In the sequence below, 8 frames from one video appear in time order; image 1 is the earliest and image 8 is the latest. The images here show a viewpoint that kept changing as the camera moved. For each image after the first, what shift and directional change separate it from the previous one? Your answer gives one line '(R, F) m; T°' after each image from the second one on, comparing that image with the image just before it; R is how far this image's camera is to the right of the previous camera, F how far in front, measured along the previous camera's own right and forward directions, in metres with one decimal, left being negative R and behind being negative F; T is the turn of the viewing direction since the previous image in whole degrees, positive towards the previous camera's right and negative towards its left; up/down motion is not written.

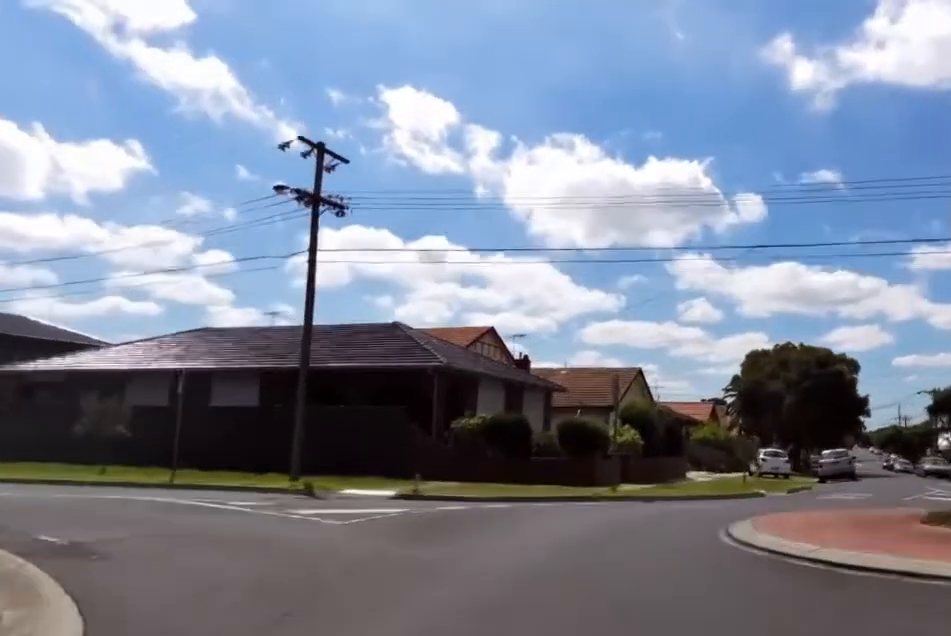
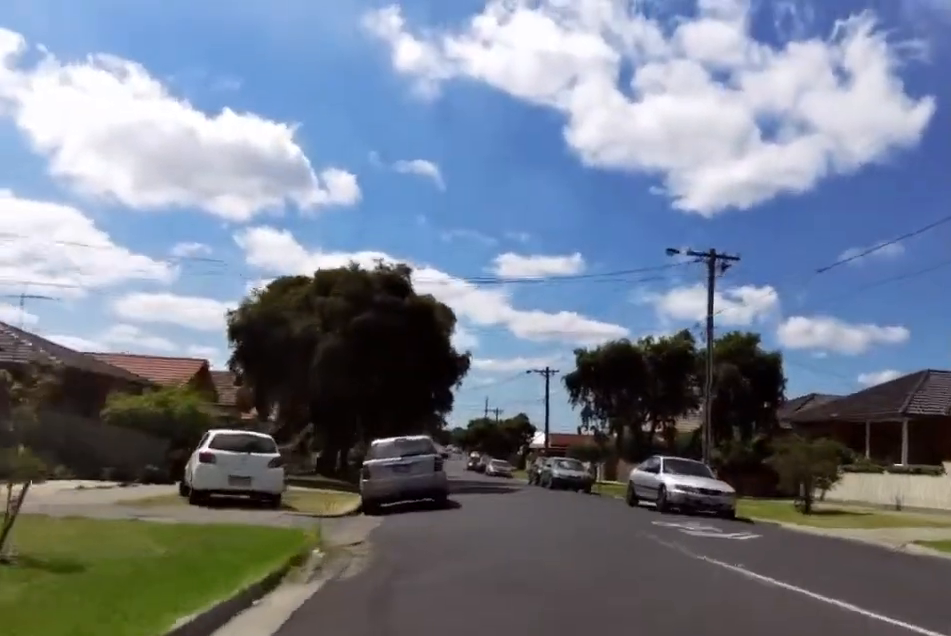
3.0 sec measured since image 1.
(+3.1, +23.1) m; +17°
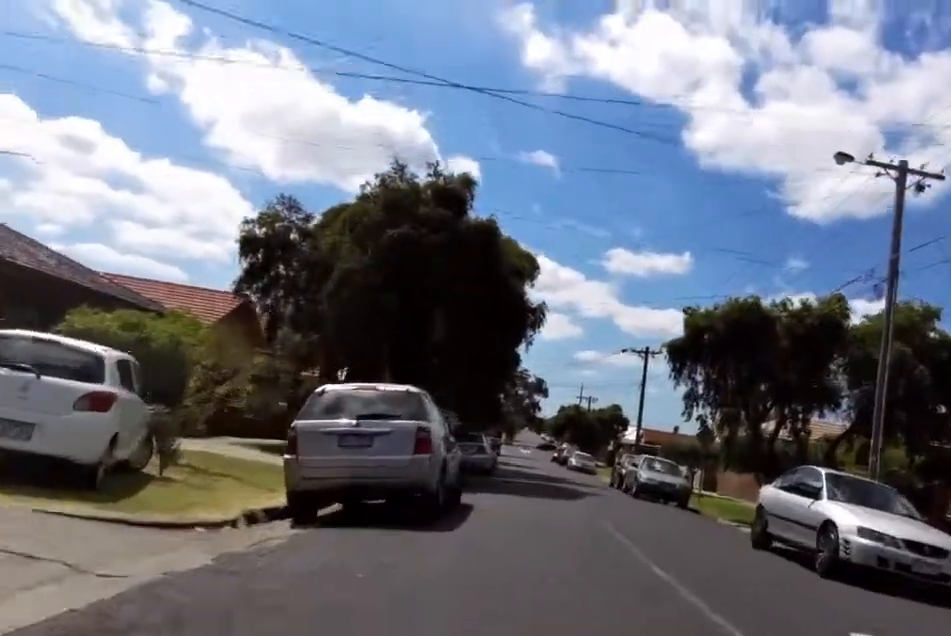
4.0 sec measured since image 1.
(-0.1, +8.3) m; 0°
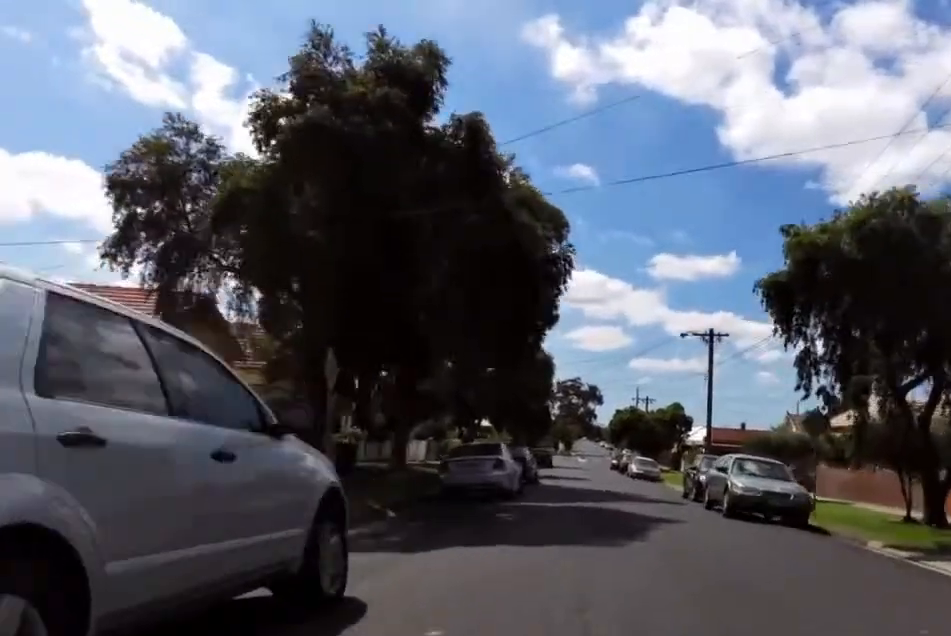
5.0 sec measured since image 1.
(+0.2, +8.2) m; -2°
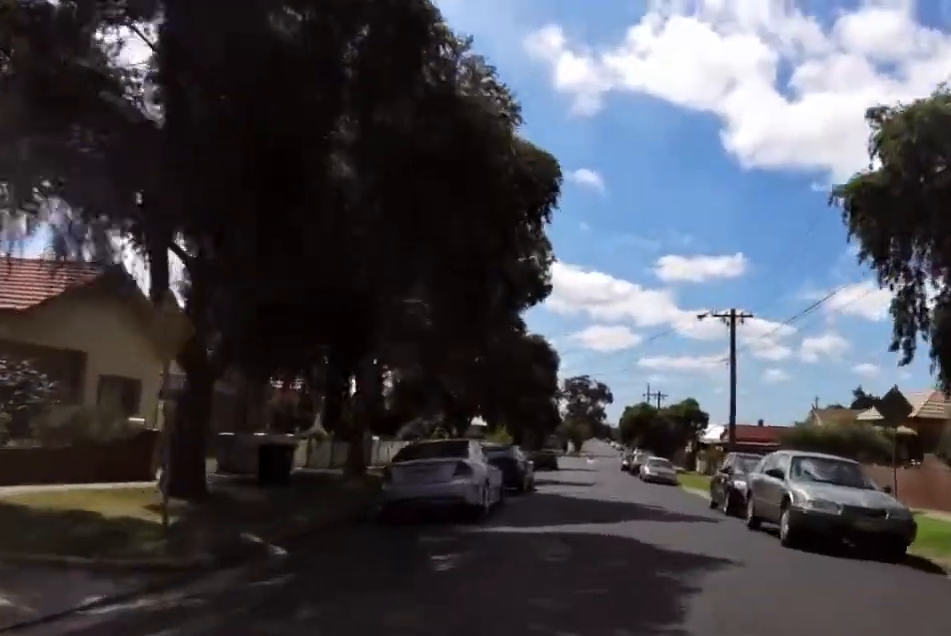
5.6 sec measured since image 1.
(-0.1, +5.3) m; -6°
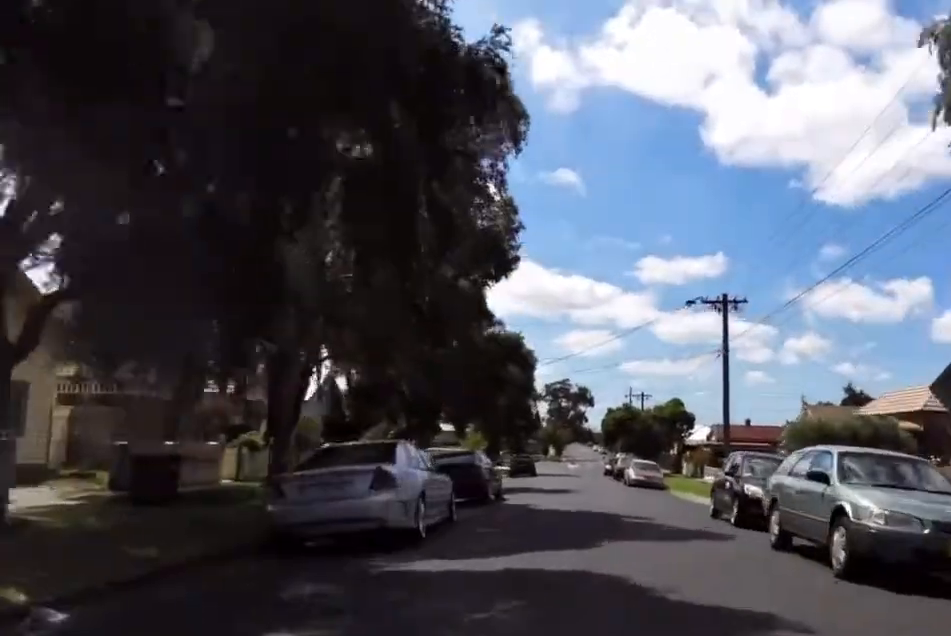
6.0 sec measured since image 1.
(-0.2, +3.6) m; -2°
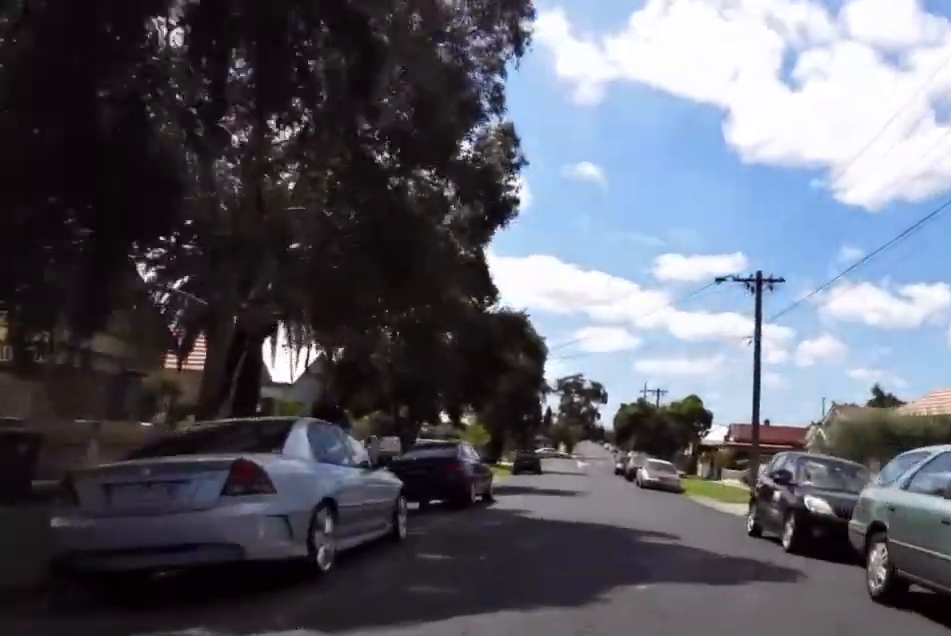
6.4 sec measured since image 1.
(-0.4, +3.9) m; -1°
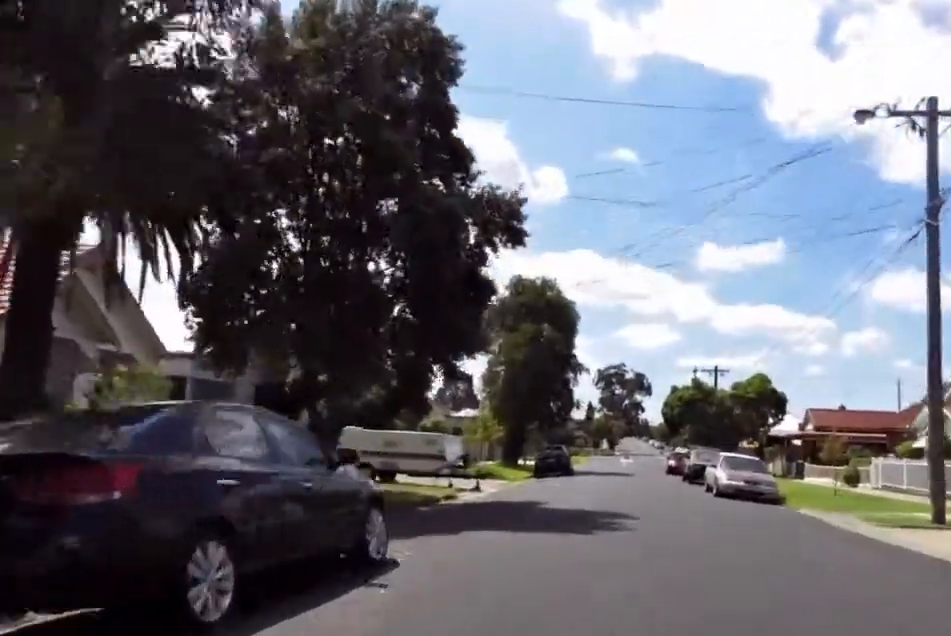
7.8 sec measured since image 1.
(+0.2, +12.5) m; +3°
